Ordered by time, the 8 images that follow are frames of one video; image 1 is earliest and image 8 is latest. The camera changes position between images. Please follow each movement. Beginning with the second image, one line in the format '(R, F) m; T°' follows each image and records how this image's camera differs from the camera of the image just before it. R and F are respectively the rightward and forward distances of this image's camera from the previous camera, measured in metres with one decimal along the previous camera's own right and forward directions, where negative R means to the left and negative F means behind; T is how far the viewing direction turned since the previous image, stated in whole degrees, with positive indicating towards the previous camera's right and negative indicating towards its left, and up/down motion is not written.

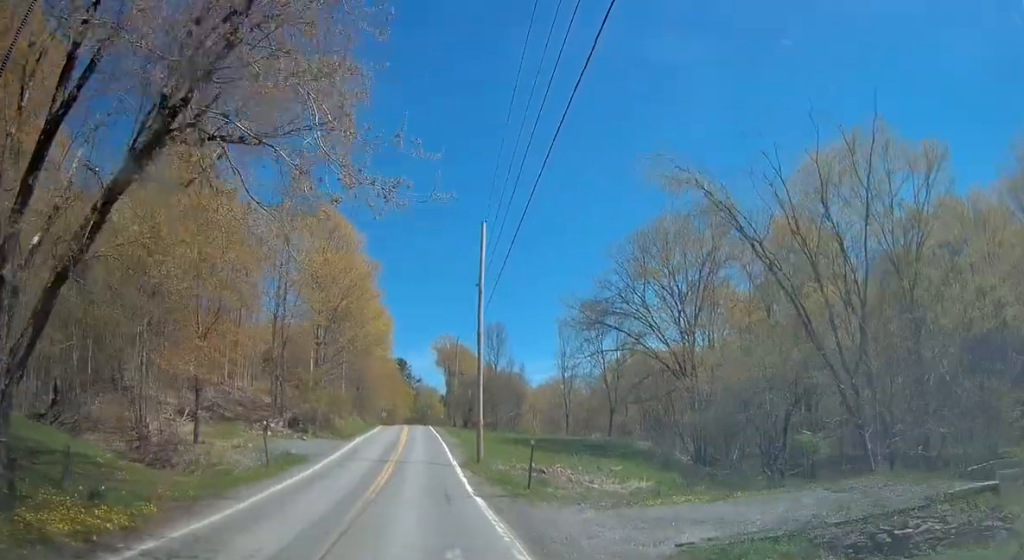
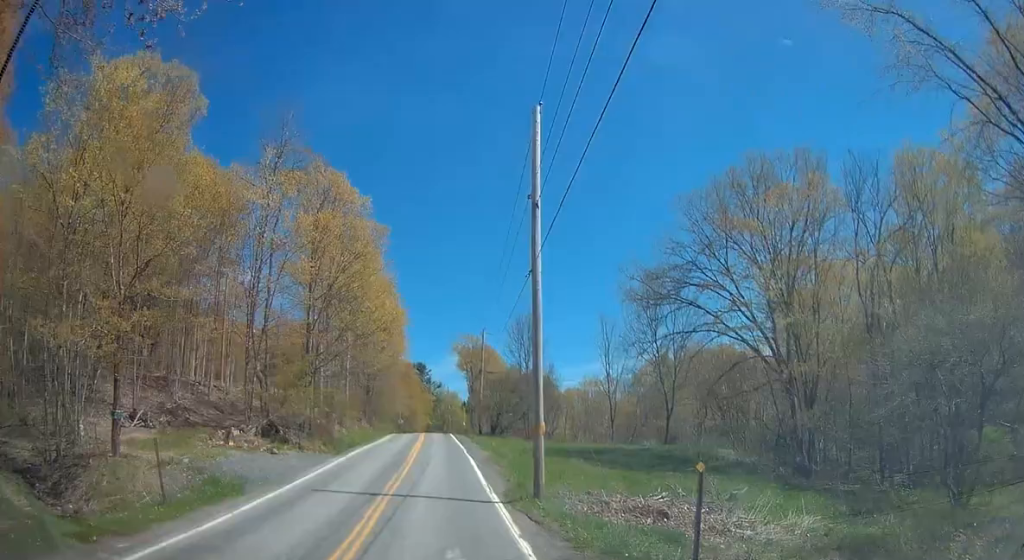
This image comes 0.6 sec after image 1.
(-0.2, +10.7) m; -2°
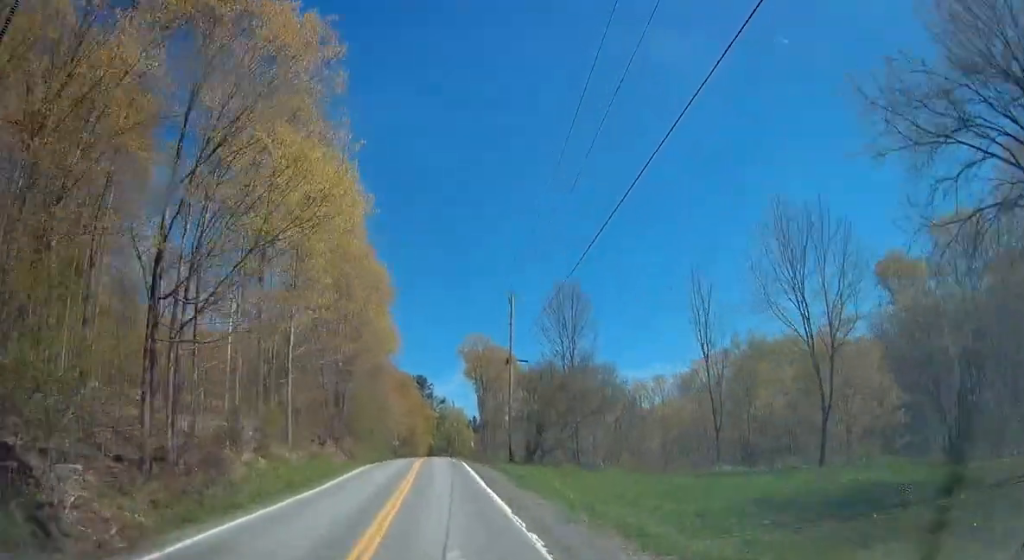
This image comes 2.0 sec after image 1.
(-0.4, +23.4) m; -2°
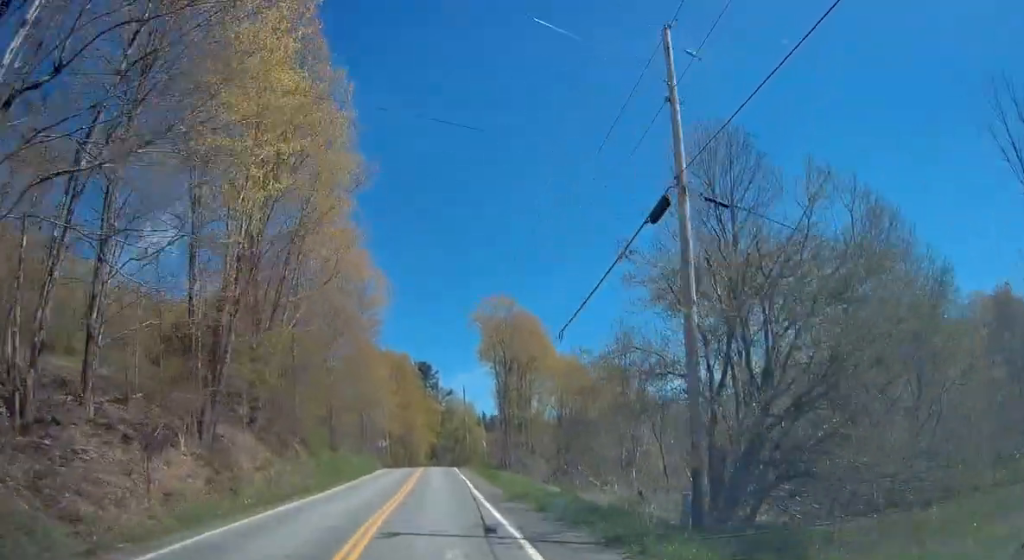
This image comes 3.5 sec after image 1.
(-0.1, +27.8) m; 0°
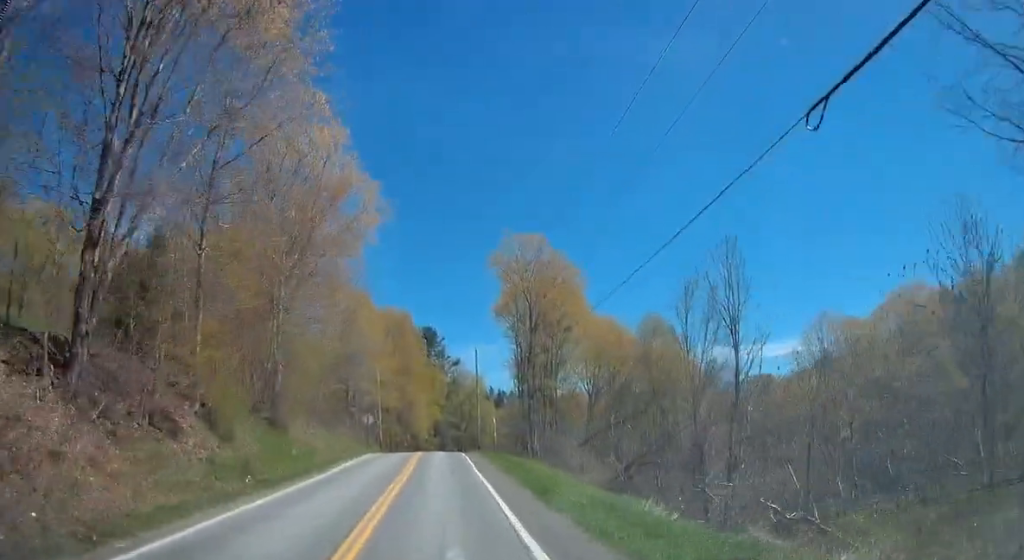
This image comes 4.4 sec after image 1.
(-0.1, +15.9) m; -1°
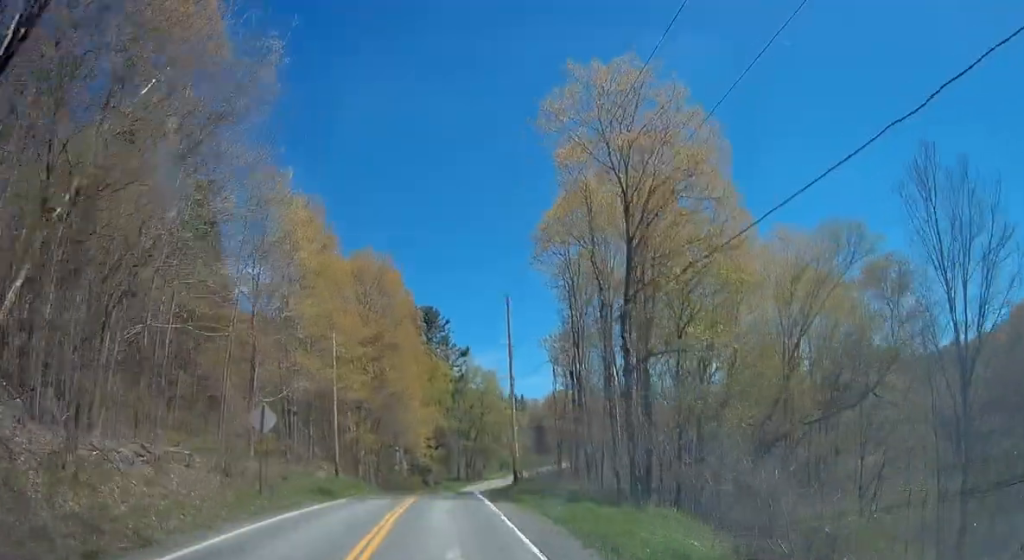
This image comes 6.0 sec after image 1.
(-0.3, +30.4) m; 0°
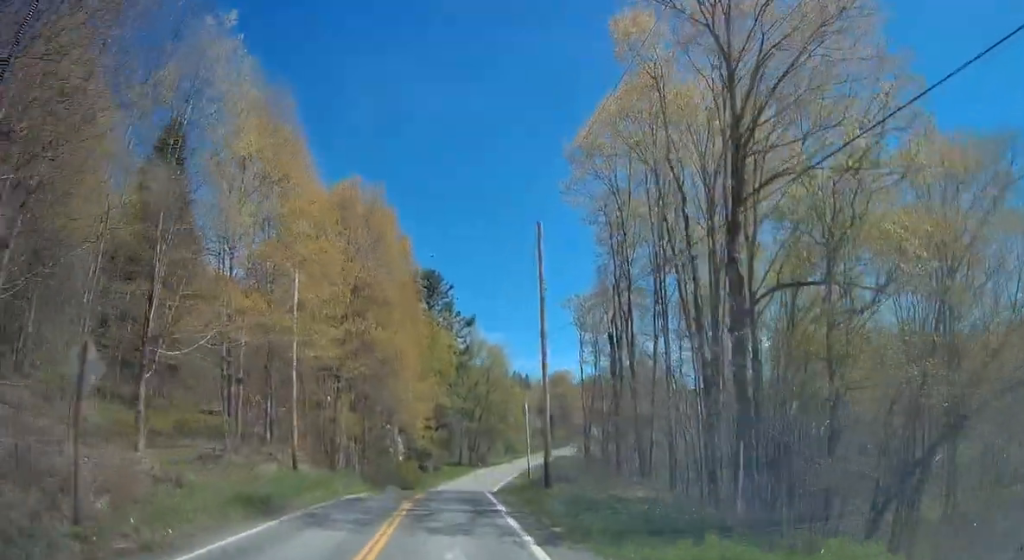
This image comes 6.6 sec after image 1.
(+0.1, +11.2) m; 0°
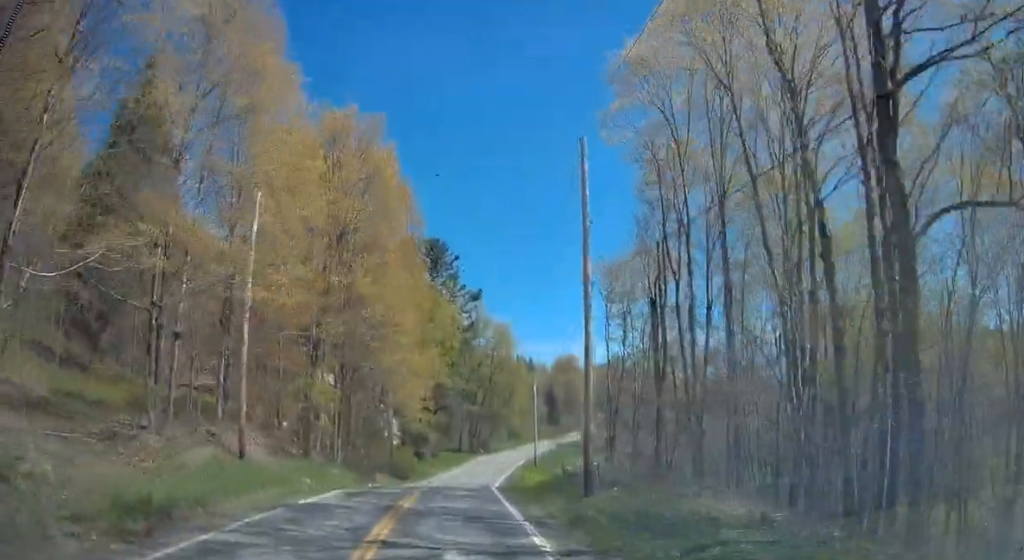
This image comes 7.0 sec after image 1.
(0.0, +7.5) m; 0°
